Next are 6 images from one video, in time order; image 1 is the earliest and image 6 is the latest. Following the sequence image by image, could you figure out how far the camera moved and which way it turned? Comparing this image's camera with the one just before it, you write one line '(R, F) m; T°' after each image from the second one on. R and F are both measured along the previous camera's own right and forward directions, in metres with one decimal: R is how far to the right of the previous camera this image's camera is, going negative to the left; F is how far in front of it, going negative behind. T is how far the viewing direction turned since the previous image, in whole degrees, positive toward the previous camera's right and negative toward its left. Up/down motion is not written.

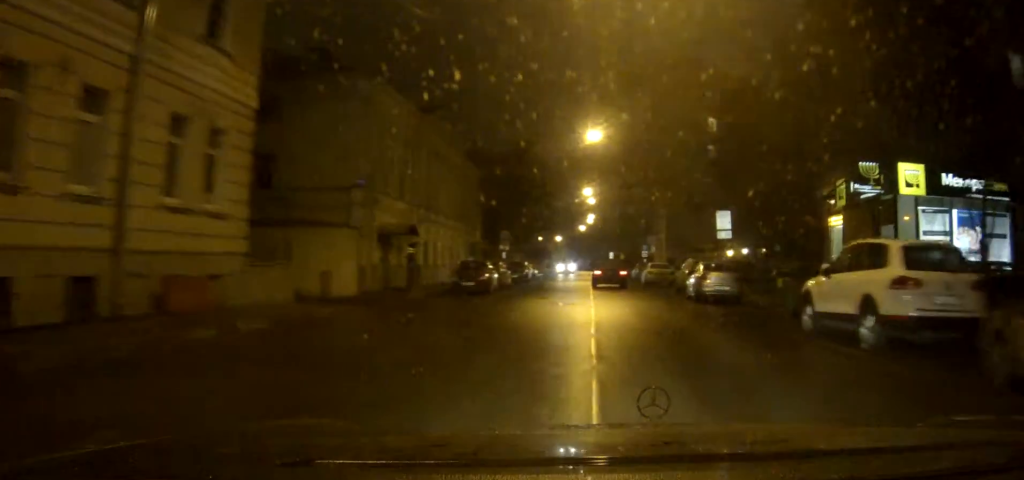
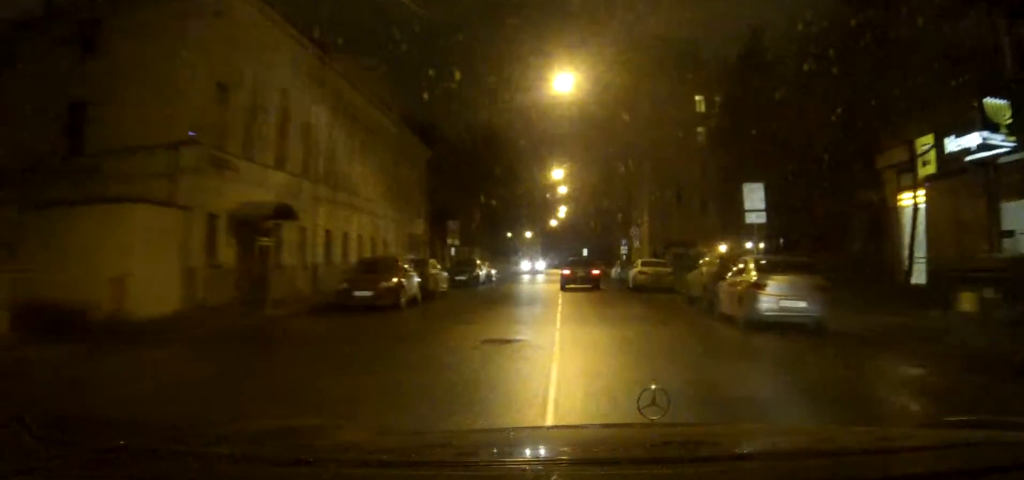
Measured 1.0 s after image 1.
(+0.6, +9.2) m; +7°
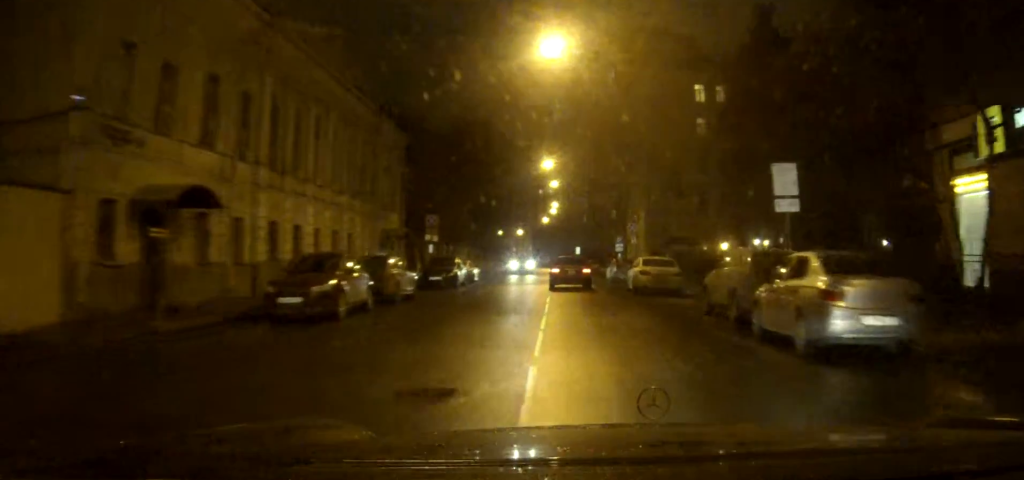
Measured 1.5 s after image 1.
(+0.2, +4.1) m; +2°
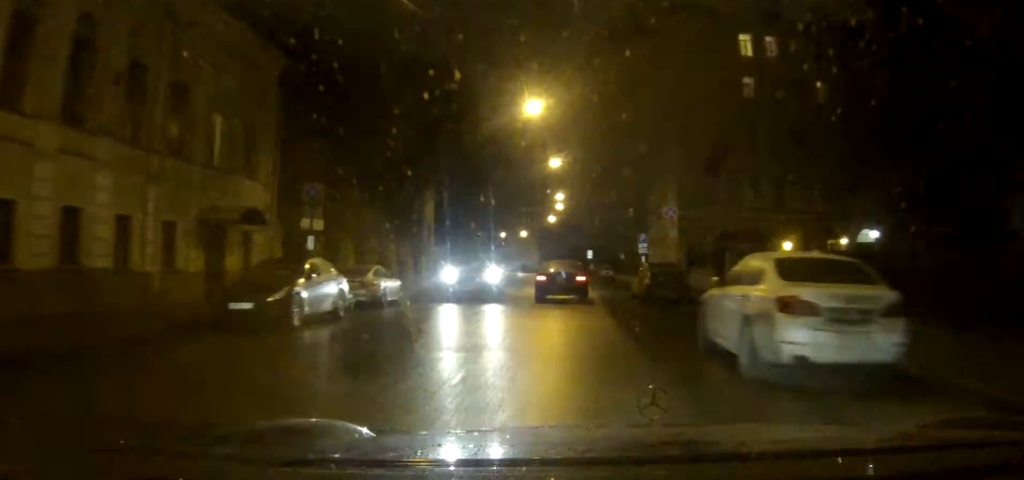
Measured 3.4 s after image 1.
(+0.5, +18.8) m; +1°
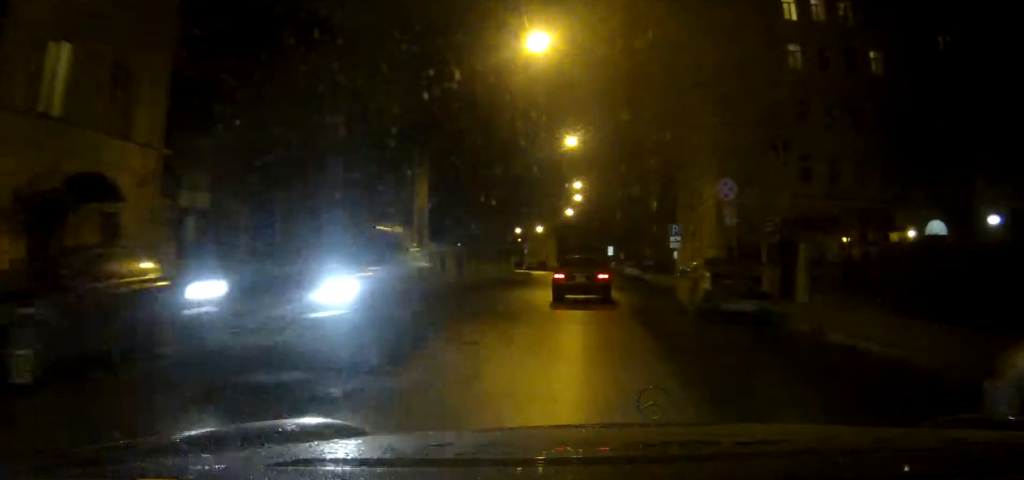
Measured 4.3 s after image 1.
(-0.1, +8.6) m; -2°
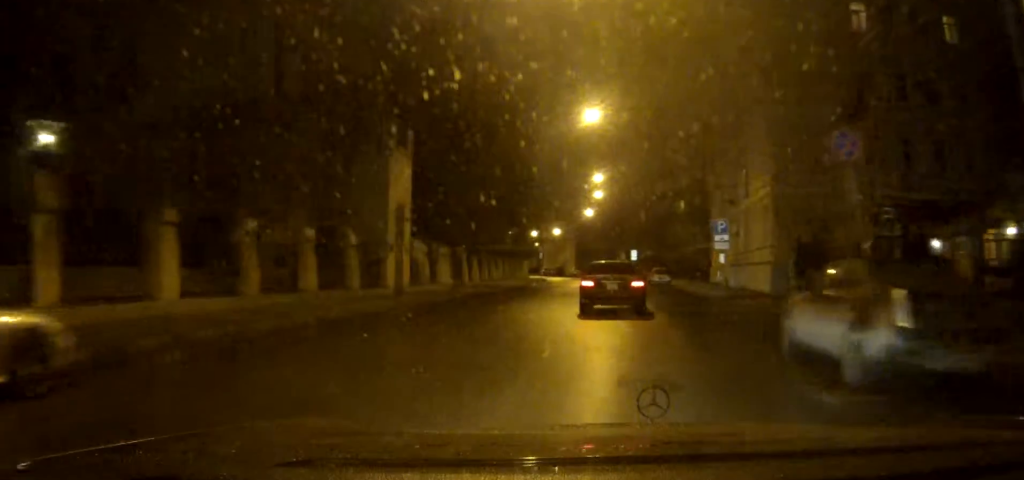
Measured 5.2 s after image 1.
(-0.1, +9.6) m; -2°
